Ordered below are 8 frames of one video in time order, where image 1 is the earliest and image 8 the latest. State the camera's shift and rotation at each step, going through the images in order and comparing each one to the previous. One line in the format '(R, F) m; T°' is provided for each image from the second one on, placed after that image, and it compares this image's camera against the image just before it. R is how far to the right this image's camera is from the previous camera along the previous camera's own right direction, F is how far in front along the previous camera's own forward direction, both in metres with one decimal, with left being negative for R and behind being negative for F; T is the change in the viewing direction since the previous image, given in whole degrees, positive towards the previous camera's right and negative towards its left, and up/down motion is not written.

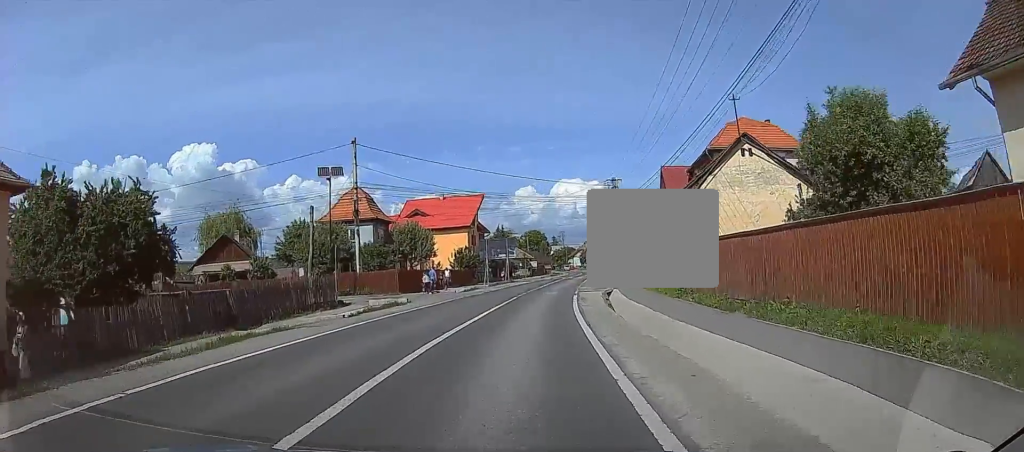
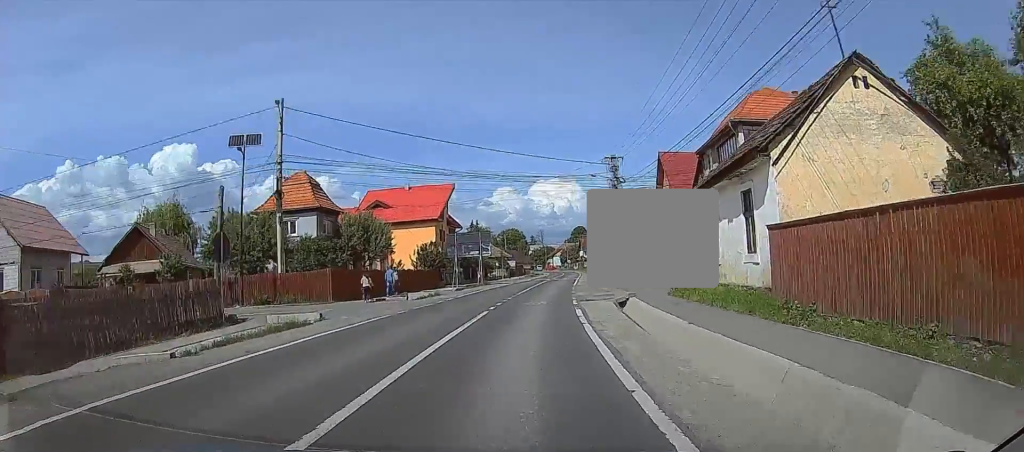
(+0.1, +9.0) m; 0°
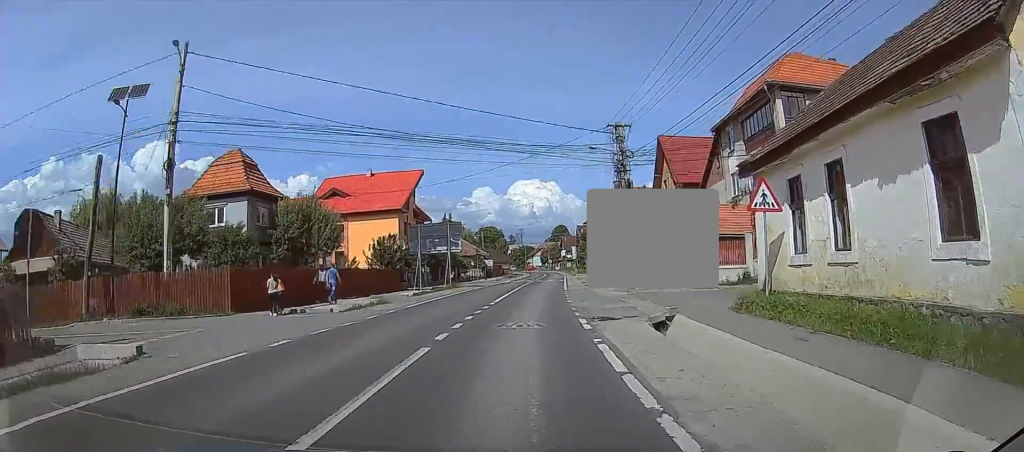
(-0.4, +8.1) m; 0°
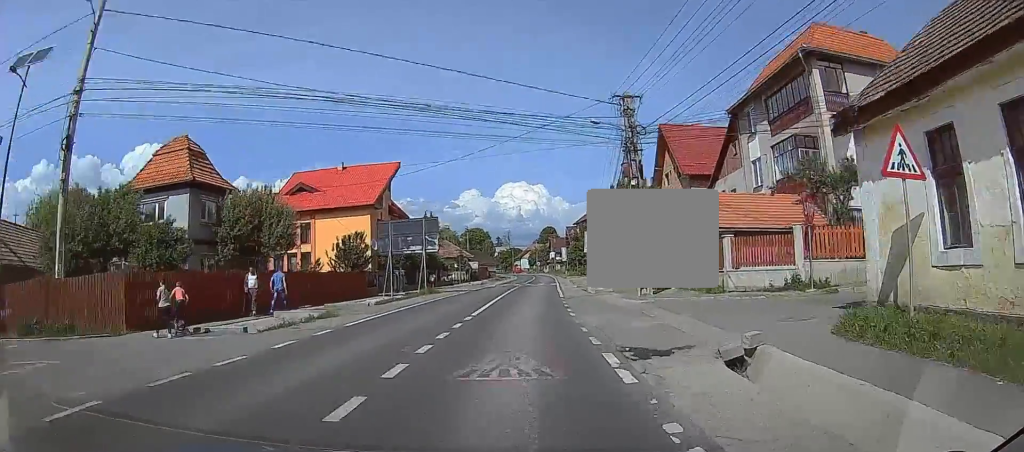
(+0.3, +5.3) m; +2°
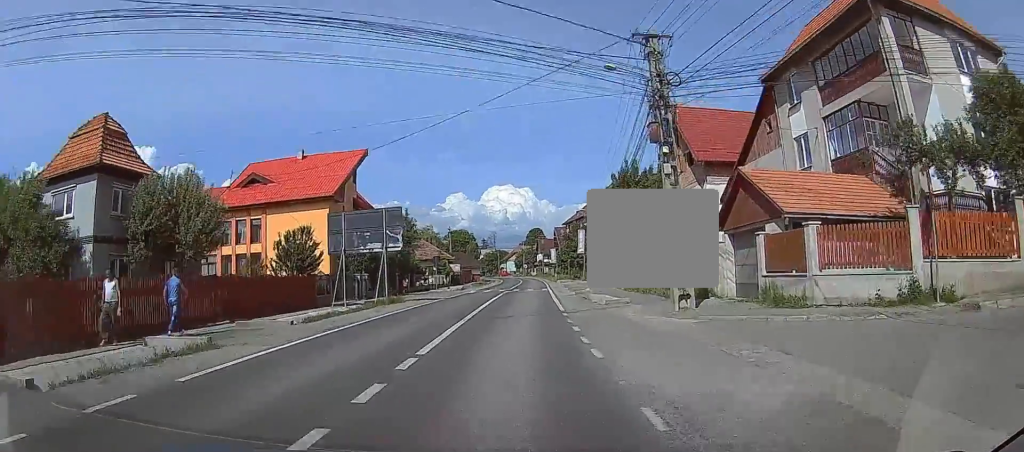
(+0.2, +6.7) m; +2°
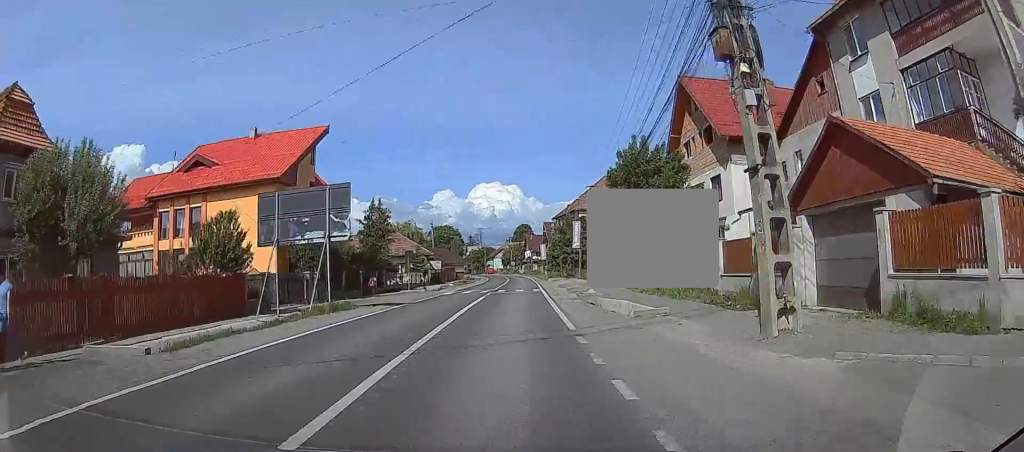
(0.0, +6.5) m; 0°
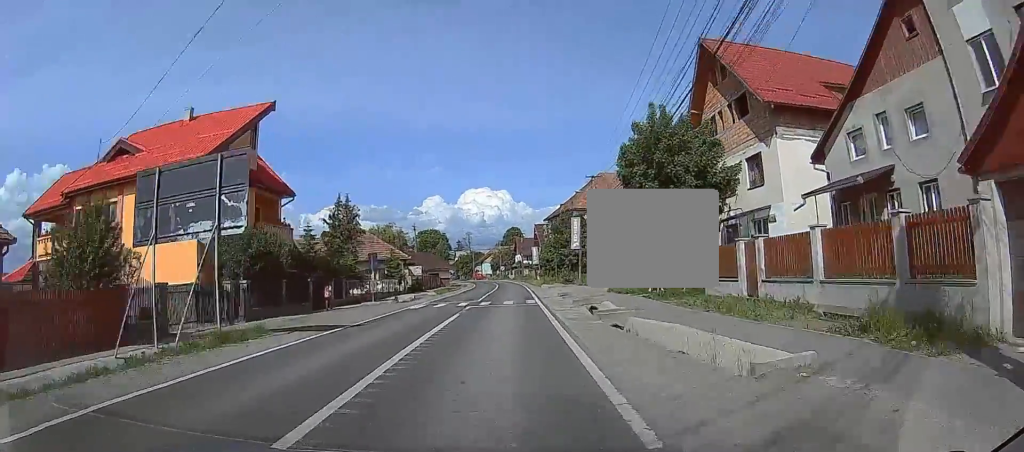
(0.0, +7.0) m; +1°
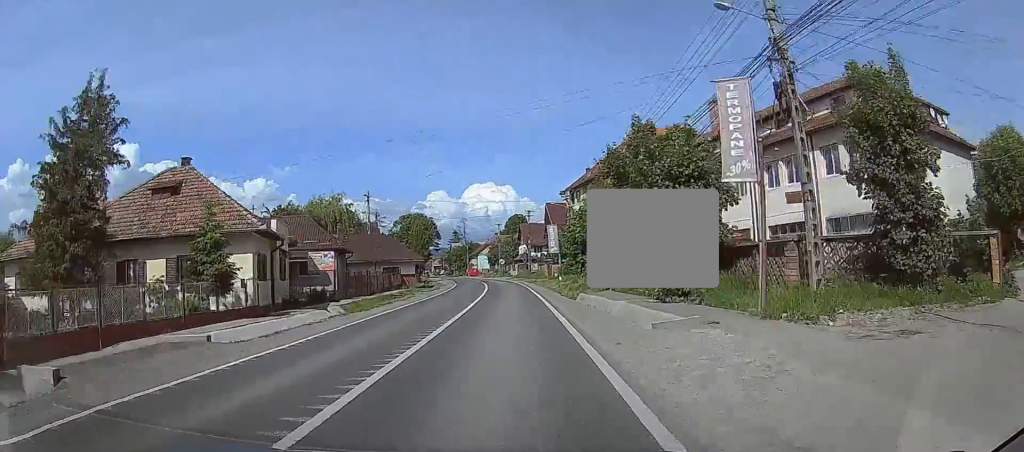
(+1.6, +28.6) m; +1°
